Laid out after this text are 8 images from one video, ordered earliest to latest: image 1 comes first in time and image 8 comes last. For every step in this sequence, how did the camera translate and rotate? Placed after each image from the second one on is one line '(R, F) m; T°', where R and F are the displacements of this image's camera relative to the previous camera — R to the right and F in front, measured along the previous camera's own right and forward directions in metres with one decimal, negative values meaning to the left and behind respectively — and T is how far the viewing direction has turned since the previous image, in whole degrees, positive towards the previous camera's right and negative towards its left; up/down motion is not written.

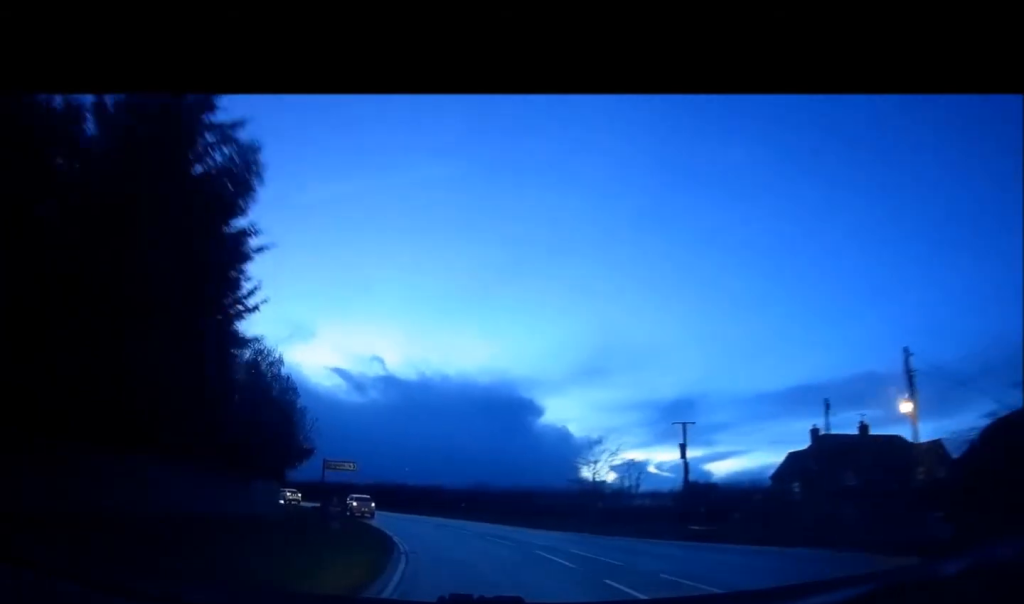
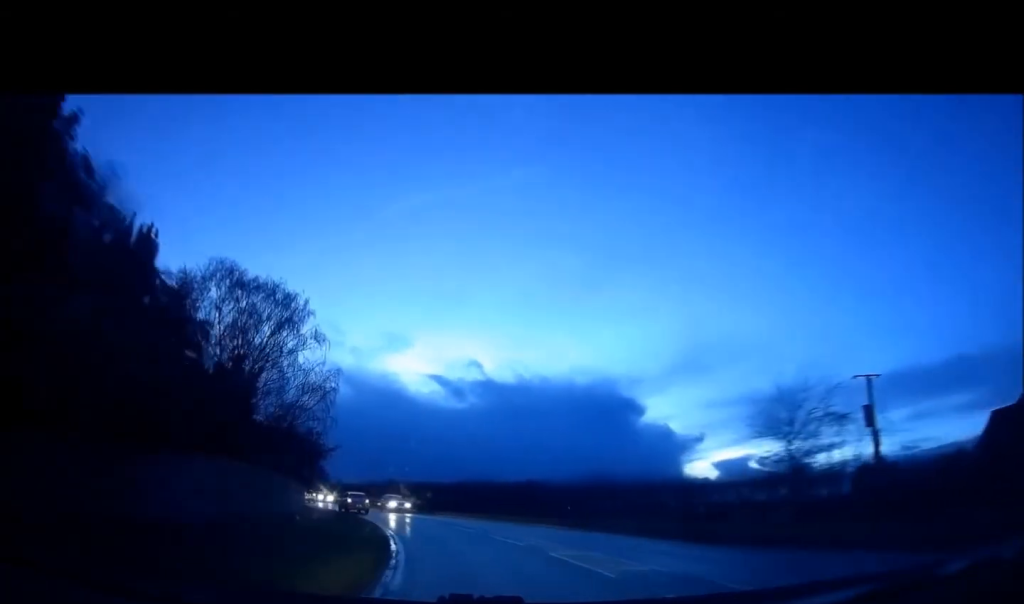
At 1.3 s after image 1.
(-1.8, +13.4) m; -14°
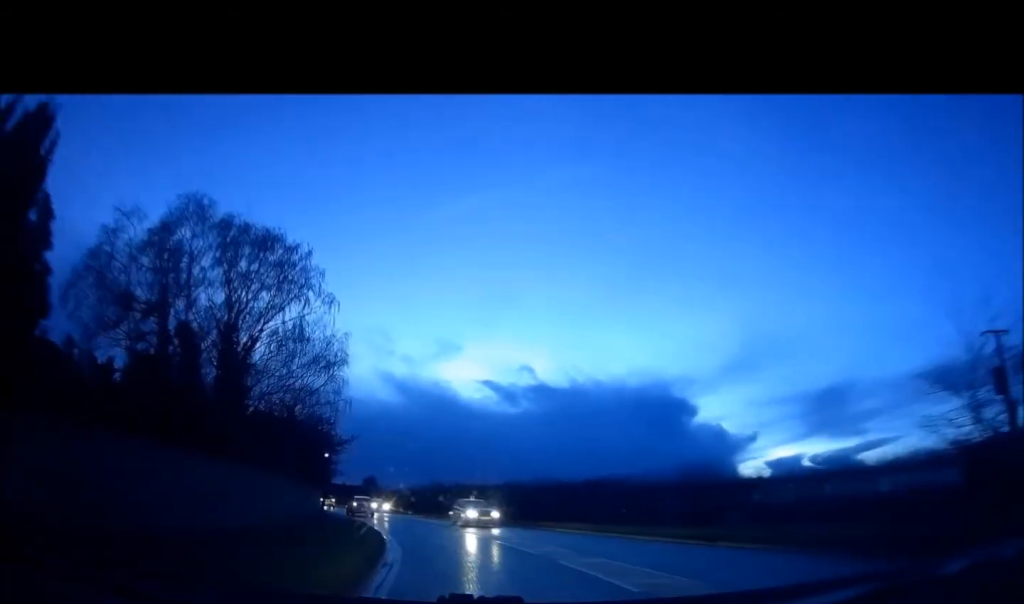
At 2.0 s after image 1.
(-0.3, +7.3) m; -6°
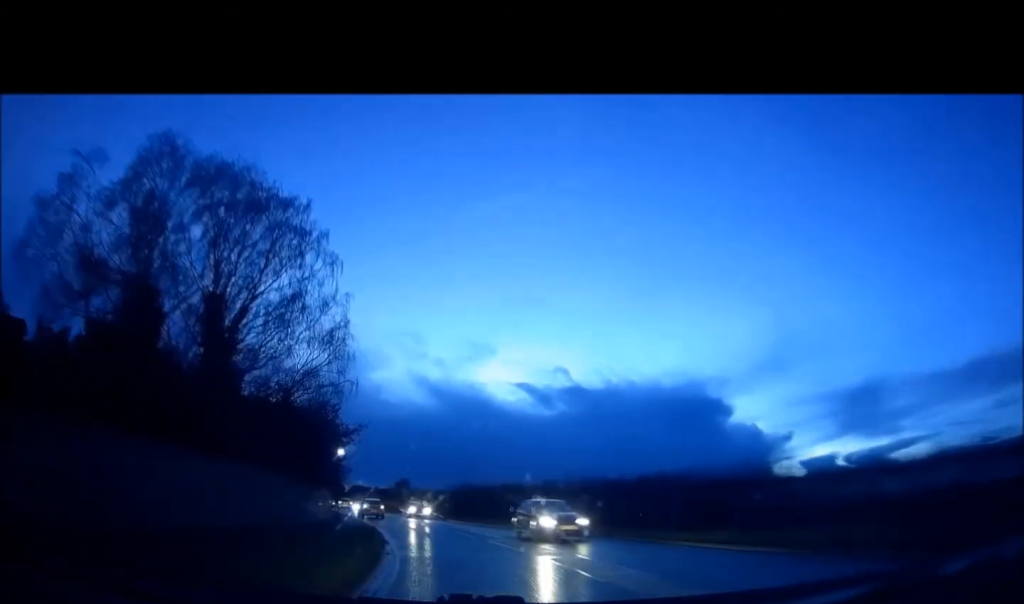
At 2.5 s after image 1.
(-0.2, +4.9) m; -4°
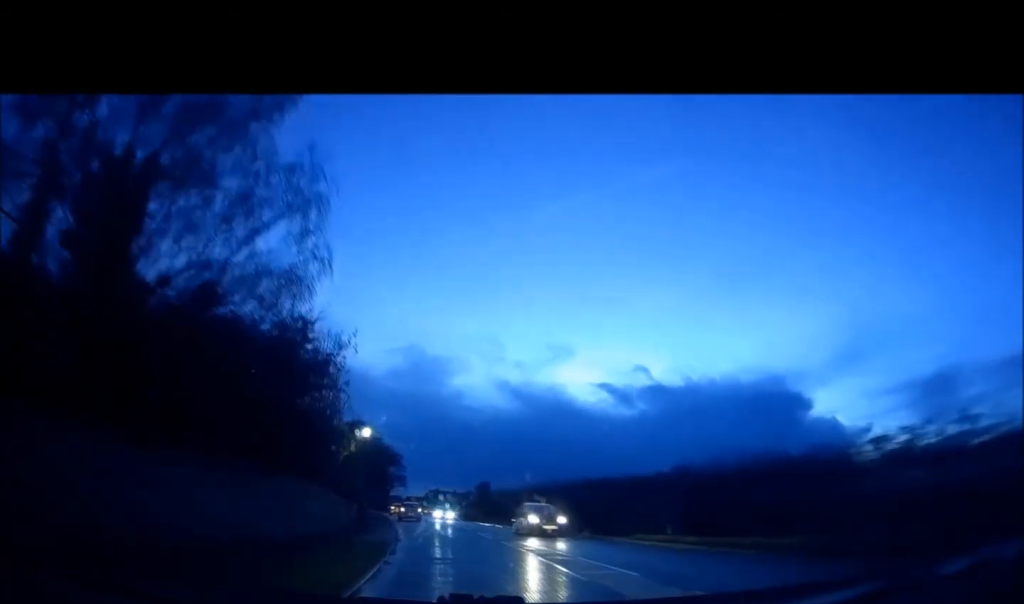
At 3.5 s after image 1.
(-0.8, +10.7) m; -8°
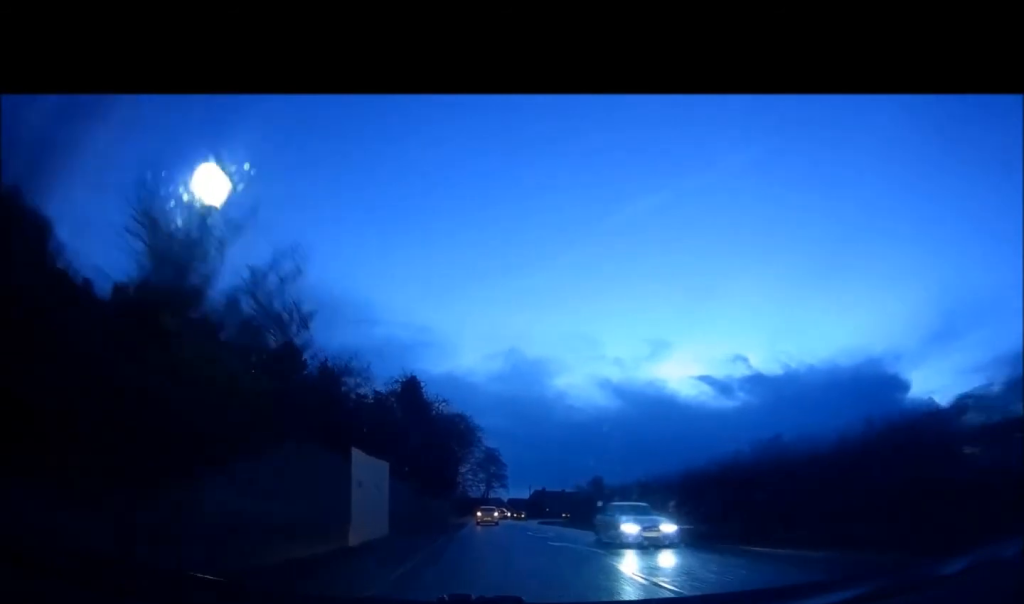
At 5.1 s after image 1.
(-1.7, +18.6) m; -10°
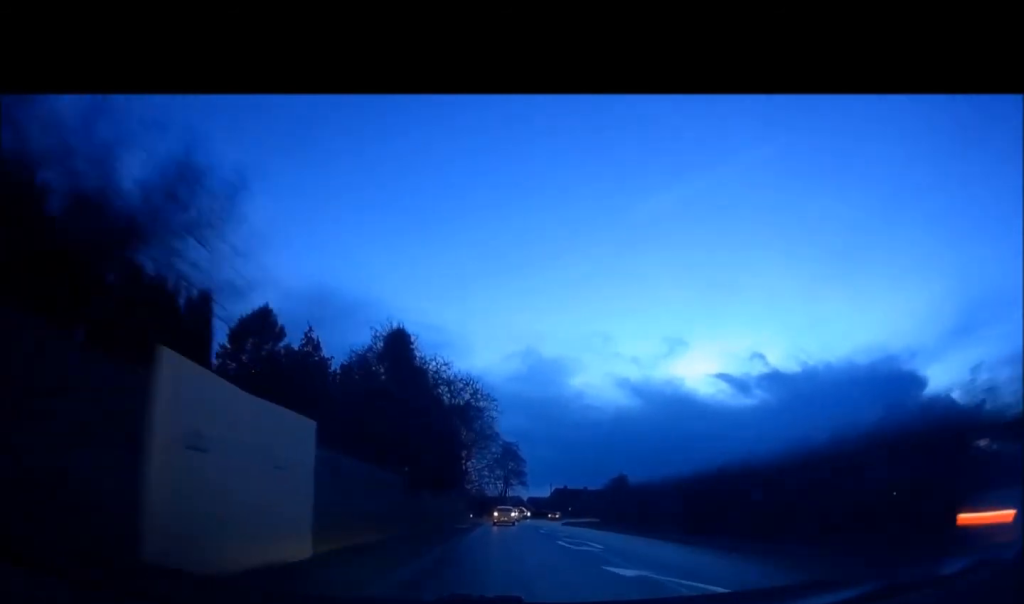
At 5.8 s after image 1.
(-0.3, +7.7) m; -2°
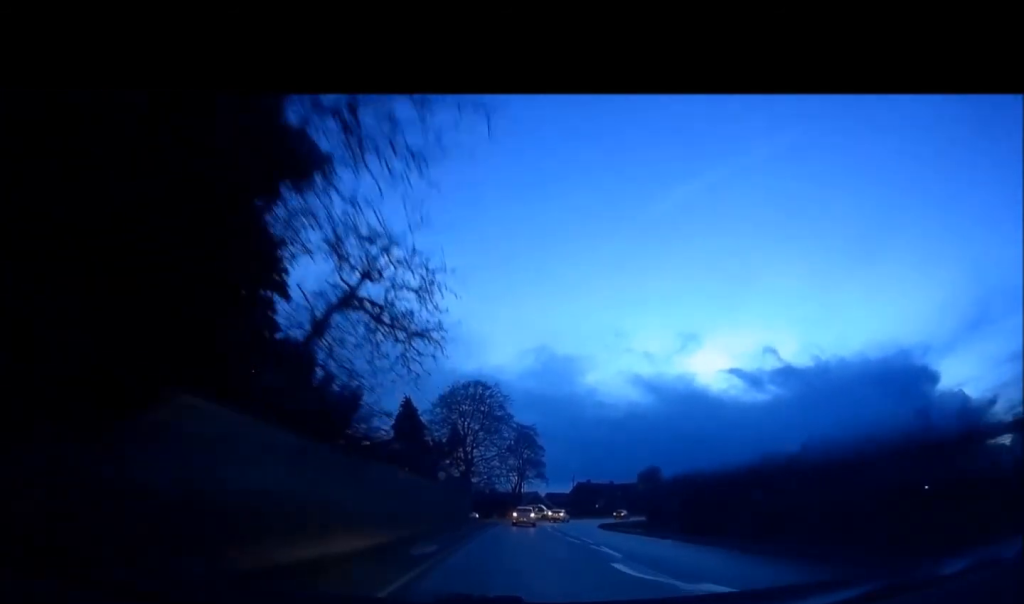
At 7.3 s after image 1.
(-0.4, +17.6) m; -1°
